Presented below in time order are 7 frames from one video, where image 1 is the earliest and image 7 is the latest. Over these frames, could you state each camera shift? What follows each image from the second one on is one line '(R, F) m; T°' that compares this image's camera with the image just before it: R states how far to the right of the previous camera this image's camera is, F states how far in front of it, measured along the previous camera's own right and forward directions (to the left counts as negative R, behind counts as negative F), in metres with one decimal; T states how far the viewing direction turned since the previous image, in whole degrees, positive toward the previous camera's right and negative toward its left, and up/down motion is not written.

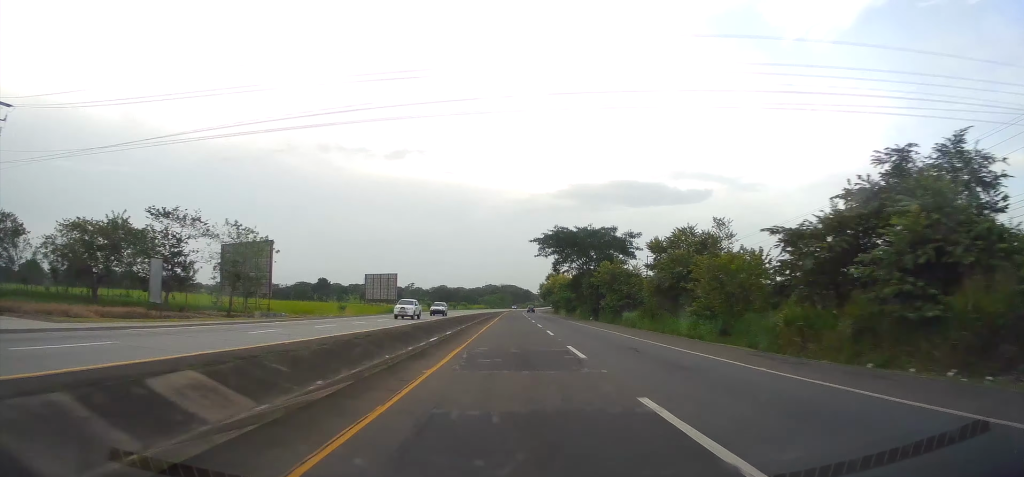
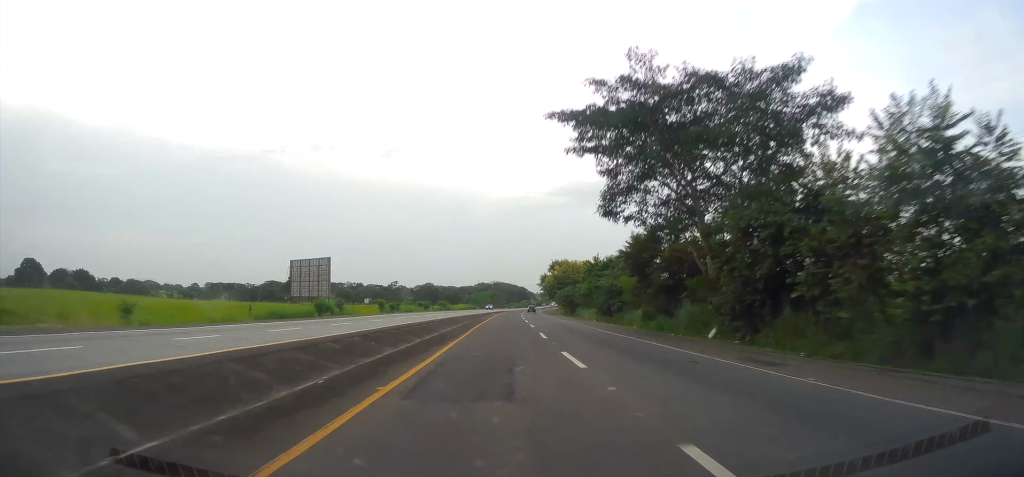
(+0.4, +48.0) m; +1°
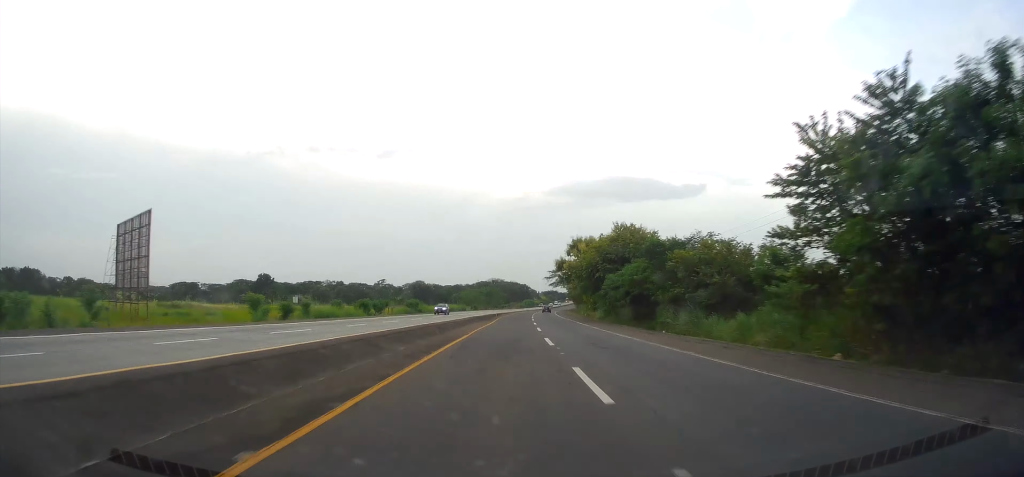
(+0.2, +50.0) m; 0°
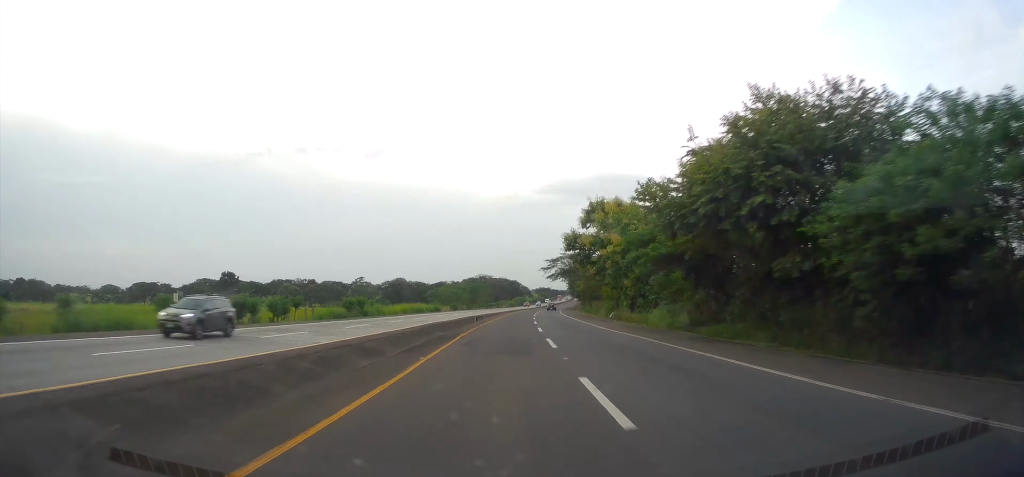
(-0.1, +35.0) m; +1°
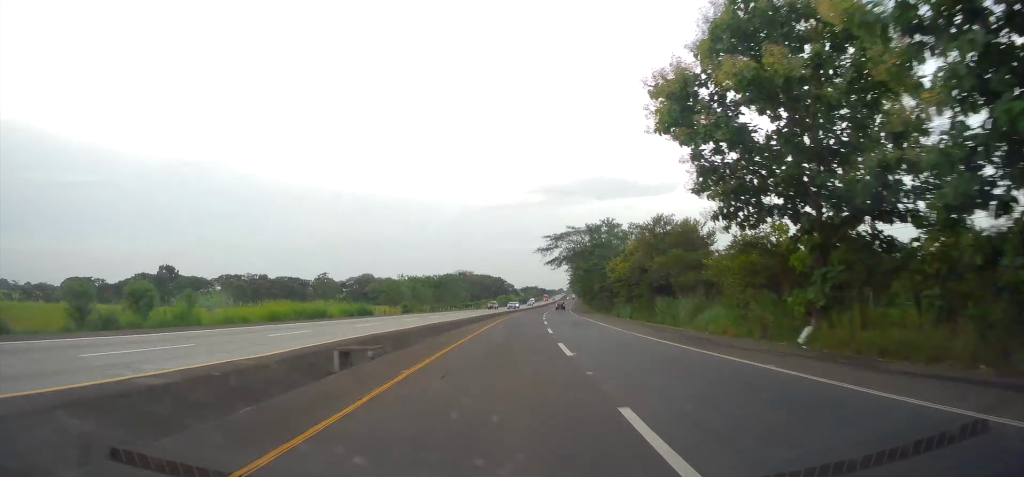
(+0.6, +48.3) m; +1°
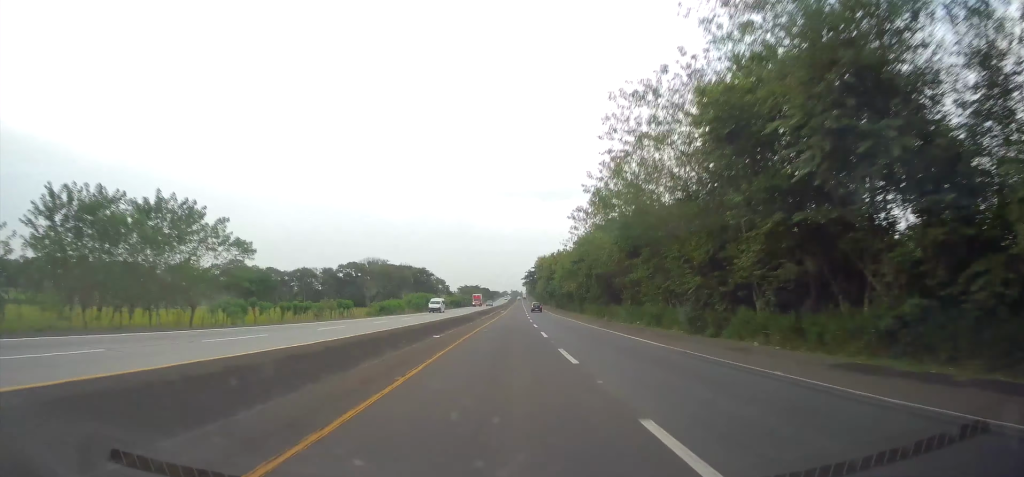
(+3.5, +101.2) m; +4°
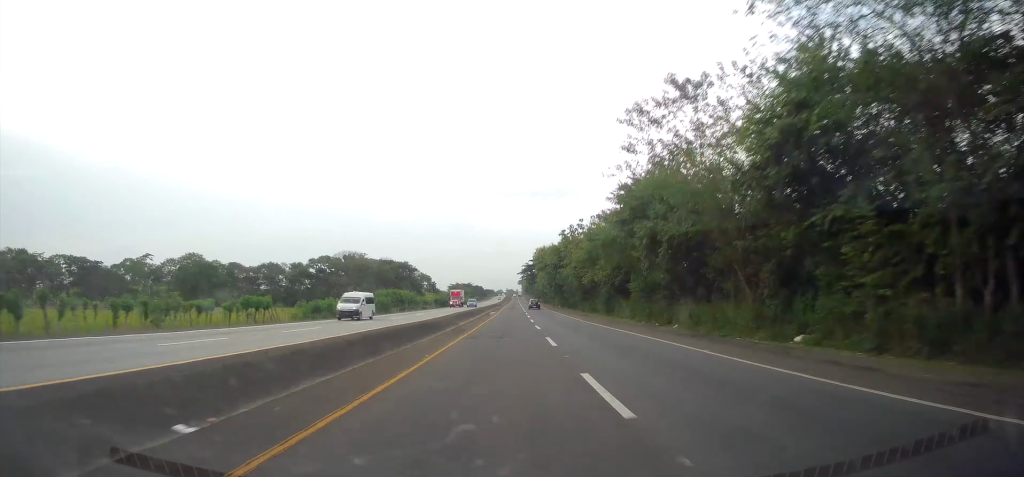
(+0.5, +28.6) m; +1°
